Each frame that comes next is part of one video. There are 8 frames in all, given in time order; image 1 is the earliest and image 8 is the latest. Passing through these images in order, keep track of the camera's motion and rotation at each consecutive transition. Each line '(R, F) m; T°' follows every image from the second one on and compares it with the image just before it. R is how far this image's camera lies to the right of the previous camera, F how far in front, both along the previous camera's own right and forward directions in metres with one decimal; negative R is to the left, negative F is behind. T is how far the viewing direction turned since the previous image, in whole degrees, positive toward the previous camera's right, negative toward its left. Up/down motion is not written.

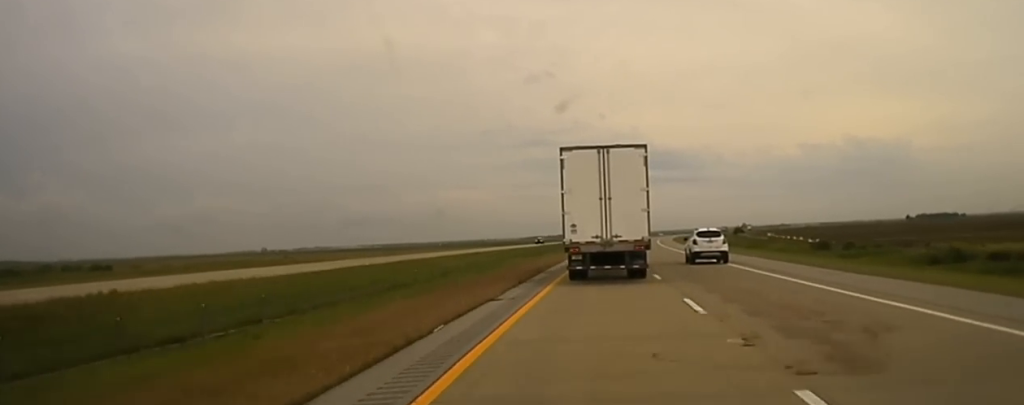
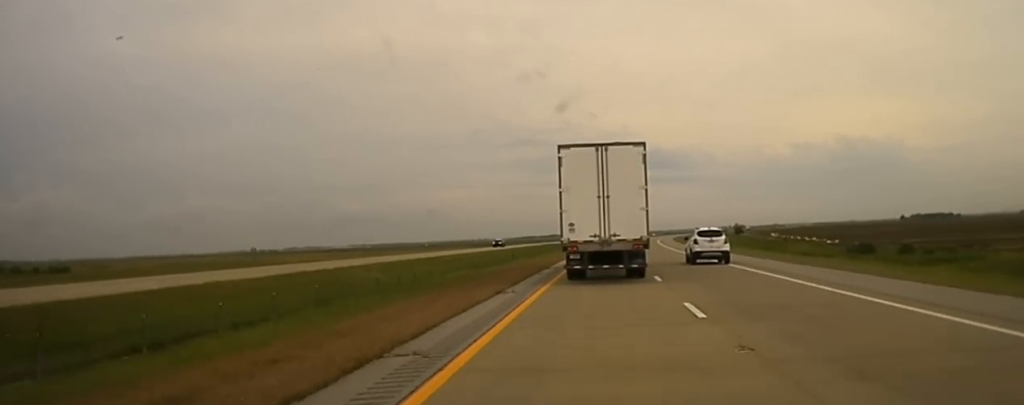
(+0.3, +19.5) m; +1°
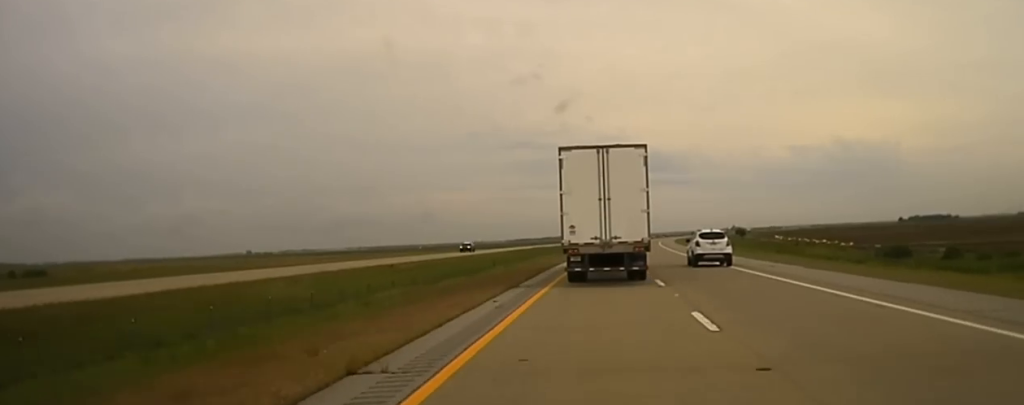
(+0.1, +10.6) m; 0°
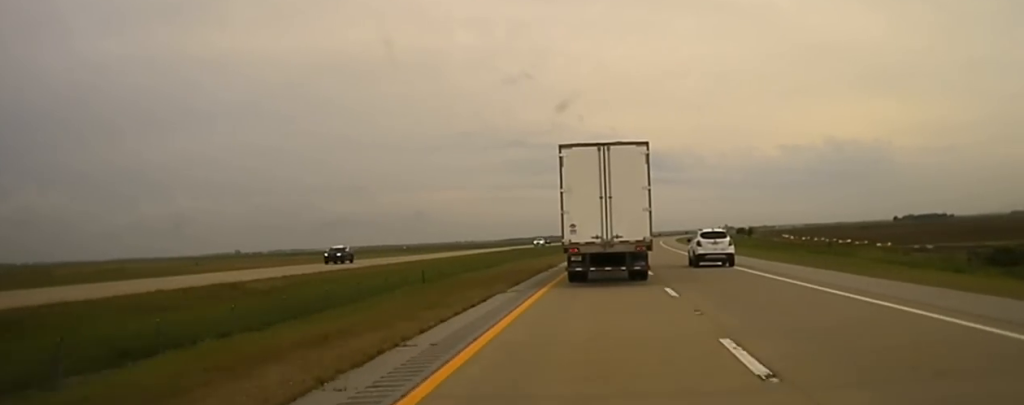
(+0.1, +24.6) m; 0°
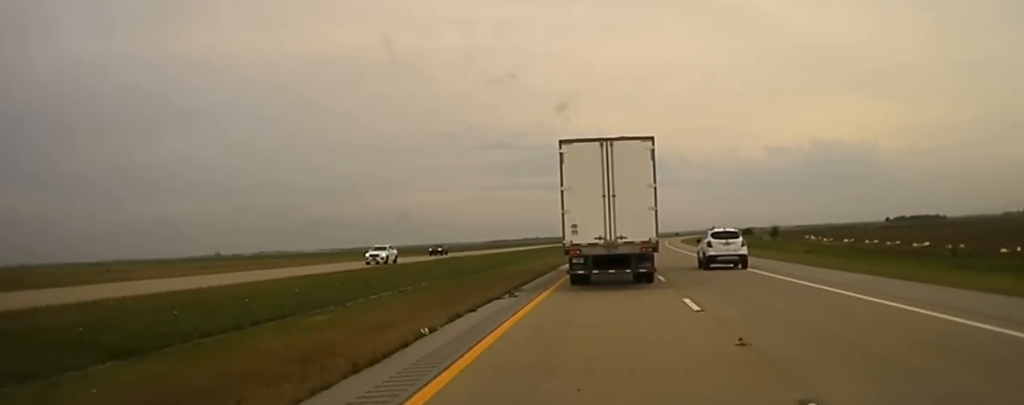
(+0.1, +57.7) m; +1°
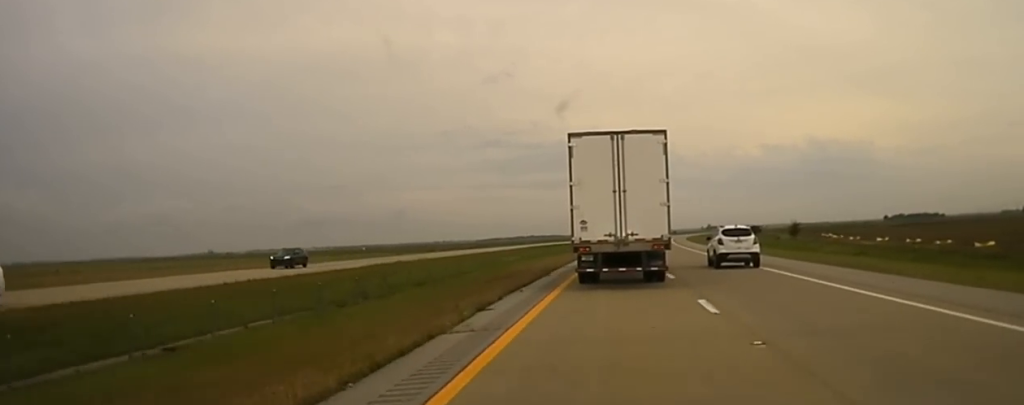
(+0.3, +32.0) m; +1°
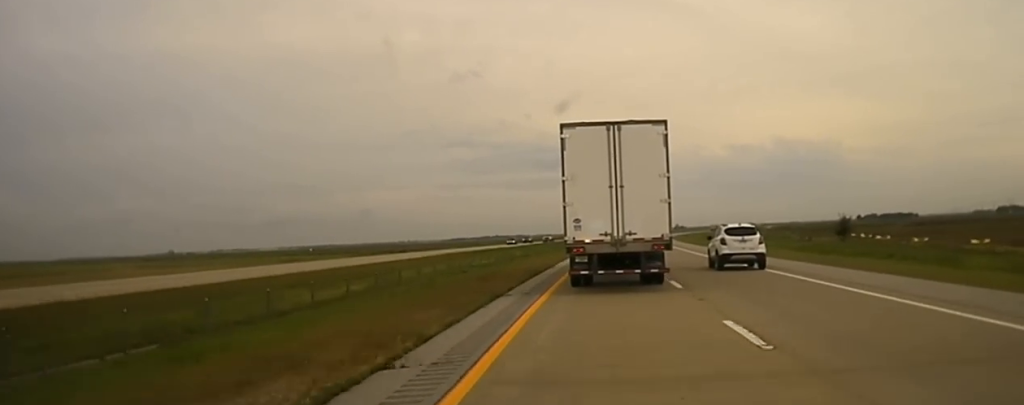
(+0.6, +59.7) m; +1°
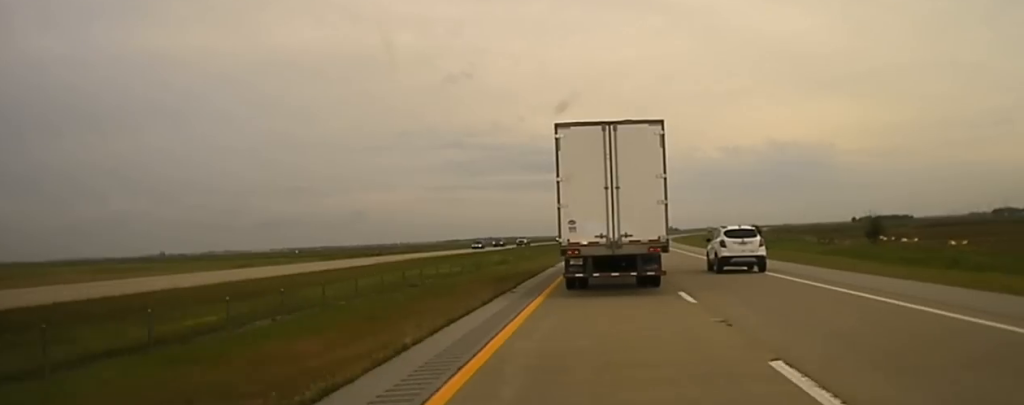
(0.0, +13.3) m; 0°
